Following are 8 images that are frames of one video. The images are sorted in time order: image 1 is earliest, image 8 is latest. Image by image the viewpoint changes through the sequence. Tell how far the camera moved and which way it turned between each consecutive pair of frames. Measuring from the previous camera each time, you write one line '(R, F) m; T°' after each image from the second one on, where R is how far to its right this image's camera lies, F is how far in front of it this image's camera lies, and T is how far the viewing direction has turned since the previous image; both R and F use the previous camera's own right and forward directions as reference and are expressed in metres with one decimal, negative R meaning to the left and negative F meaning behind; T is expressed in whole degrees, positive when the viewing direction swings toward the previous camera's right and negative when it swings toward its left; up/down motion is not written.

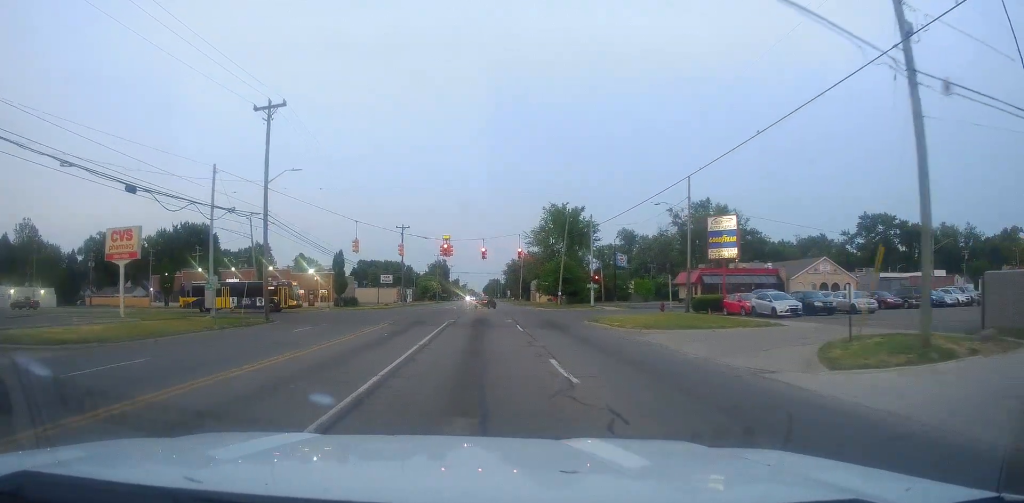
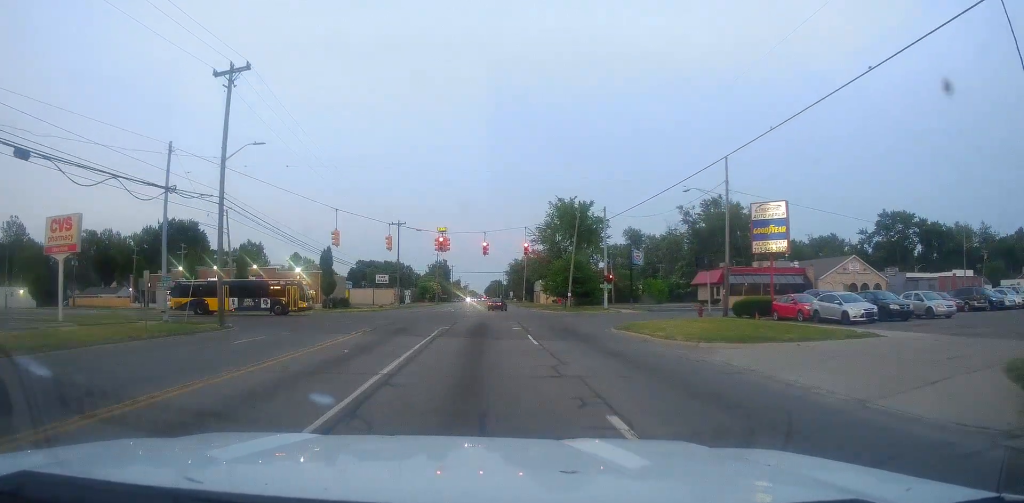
(+0.1, +8.9) m; +1°
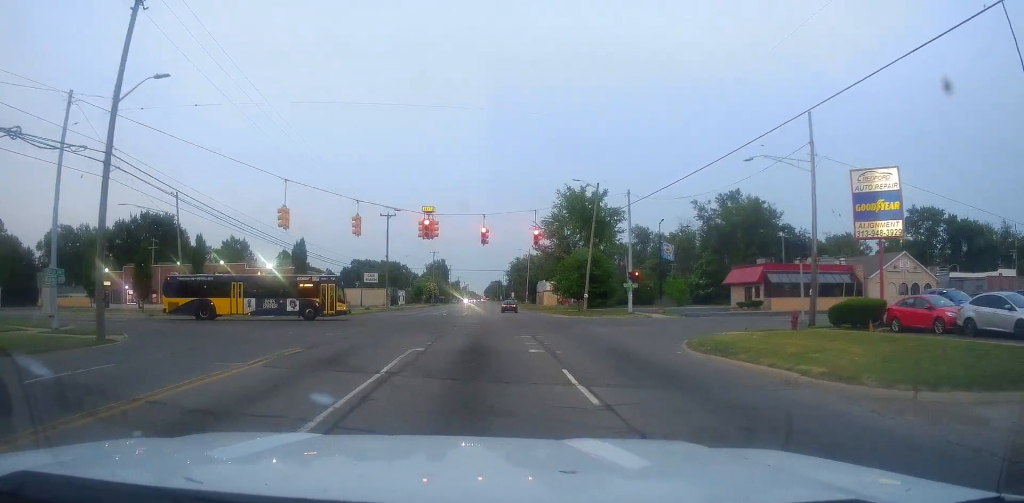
(0.0, +14.4) m; 0°
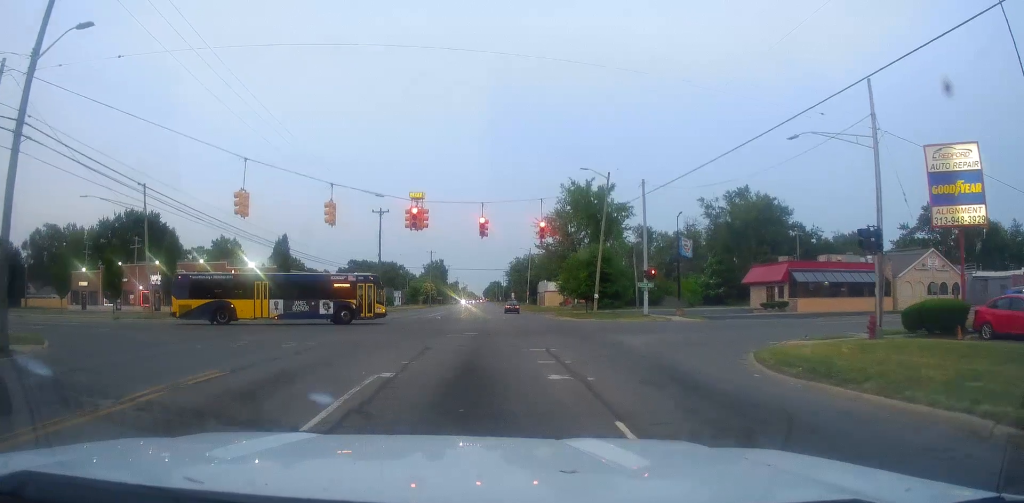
(0.0, +7.7) m; 0°
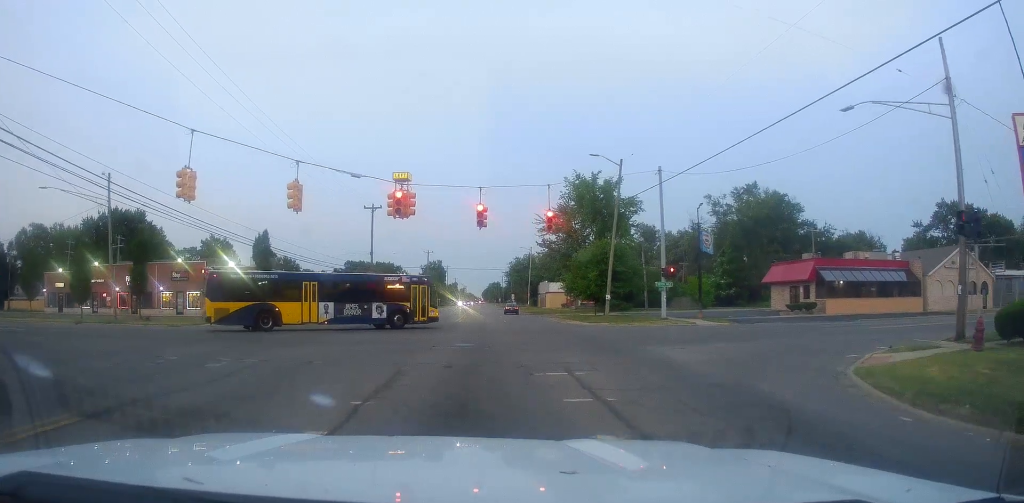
(0.0, +7.7) m; -3°
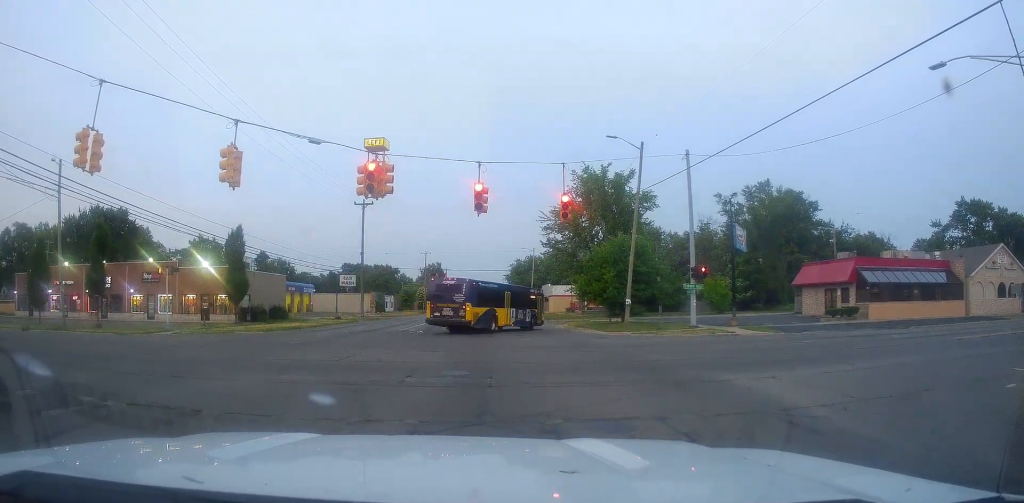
(-0.4, +17.7) m; +4°
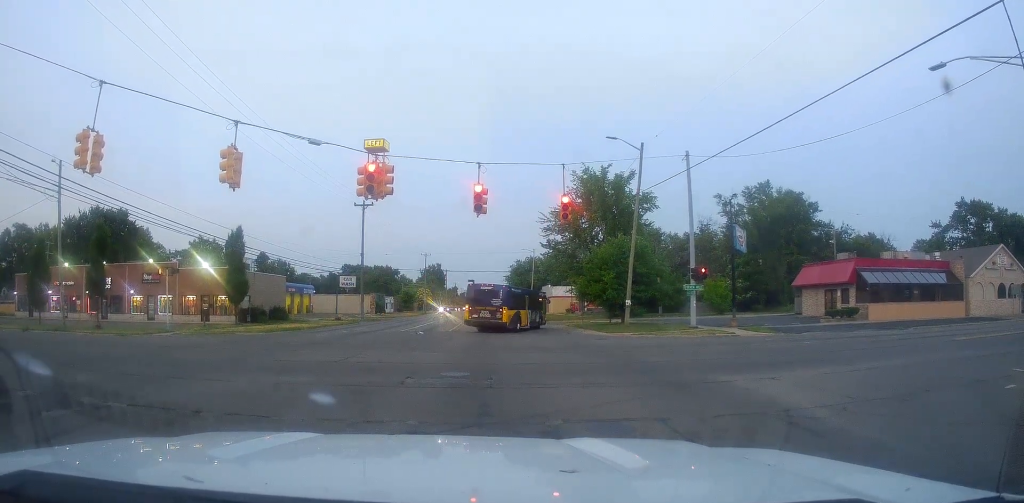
(0.0, +1.5) m; 0°
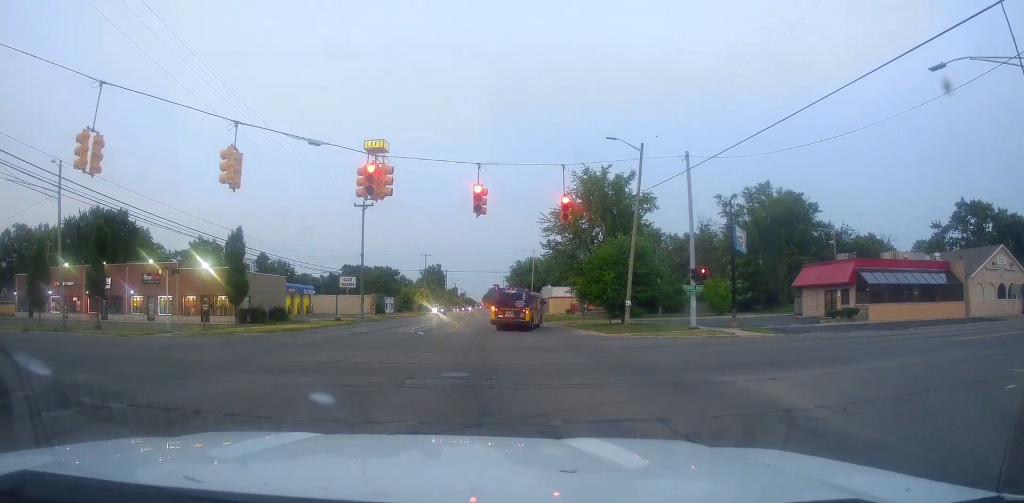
(0.0, +0.5) m; 0°
